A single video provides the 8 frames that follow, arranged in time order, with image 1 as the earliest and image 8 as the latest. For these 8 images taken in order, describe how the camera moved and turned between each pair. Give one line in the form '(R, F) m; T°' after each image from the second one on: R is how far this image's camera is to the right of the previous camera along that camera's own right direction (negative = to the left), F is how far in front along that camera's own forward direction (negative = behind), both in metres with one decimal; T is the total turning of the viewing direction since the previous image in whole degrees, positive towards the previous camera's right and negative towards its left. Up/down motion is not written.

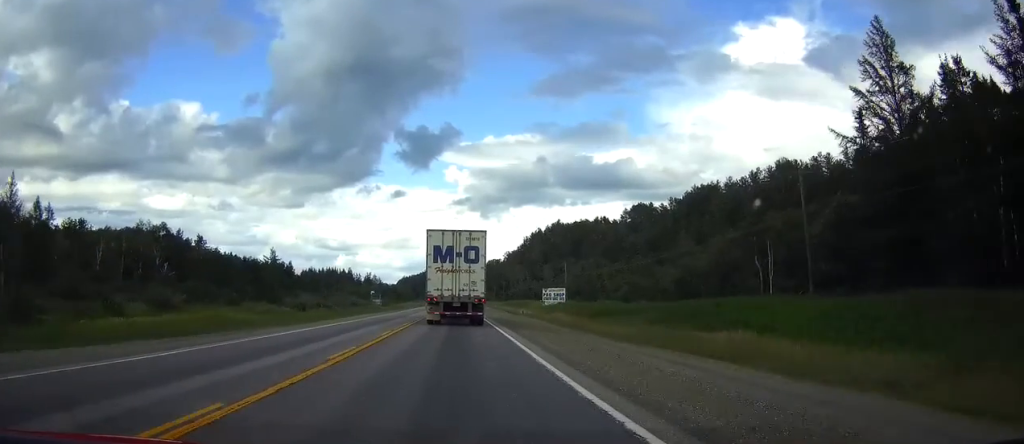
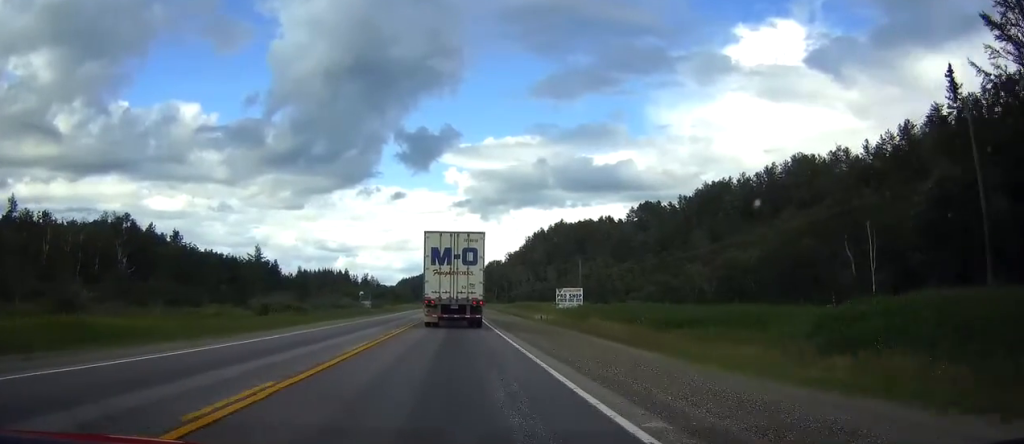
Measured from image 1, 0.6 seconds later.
(0.0, +15.3) m; 0°
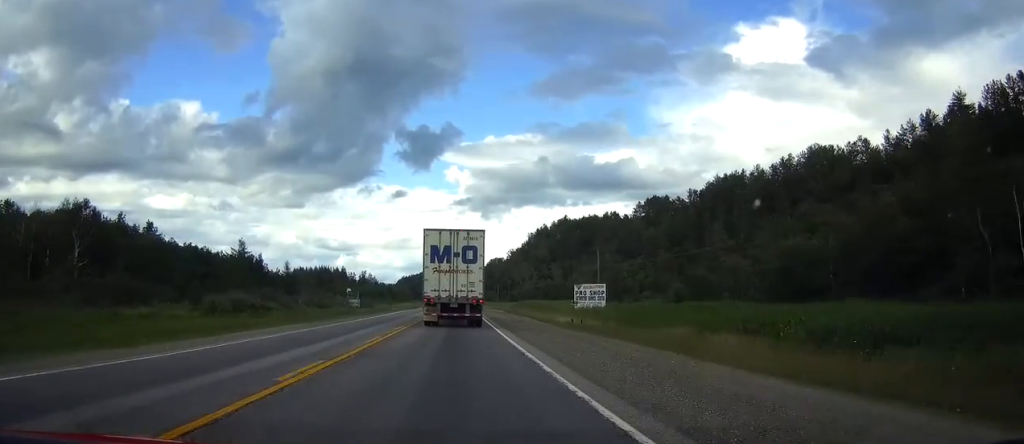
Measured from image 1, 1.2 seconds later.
(-0.1, +14.3) m; 0°
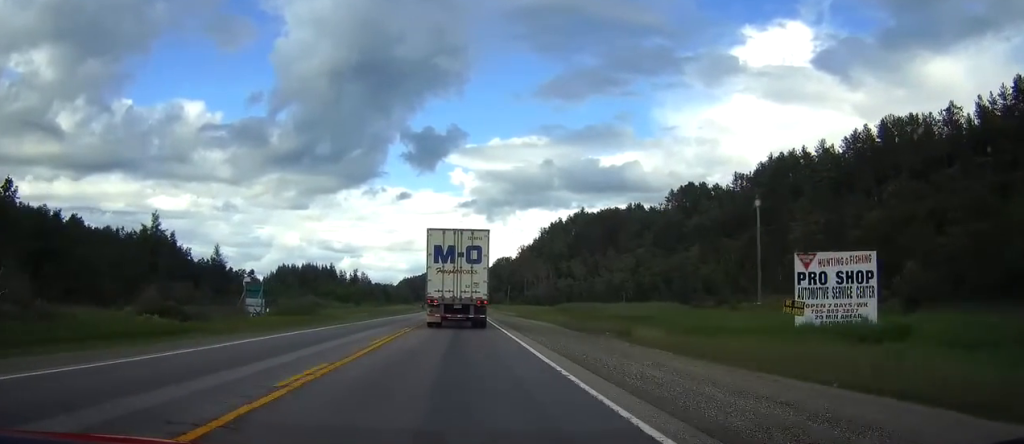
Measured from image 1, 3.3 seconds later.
(0.0, +53.1) m; 0°
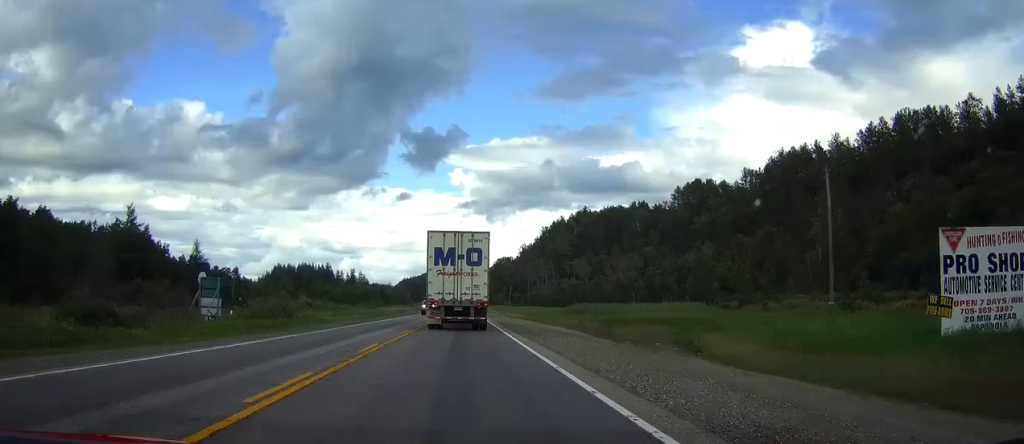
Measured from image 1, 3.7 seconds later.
(0.0, +9.9) m; 0°
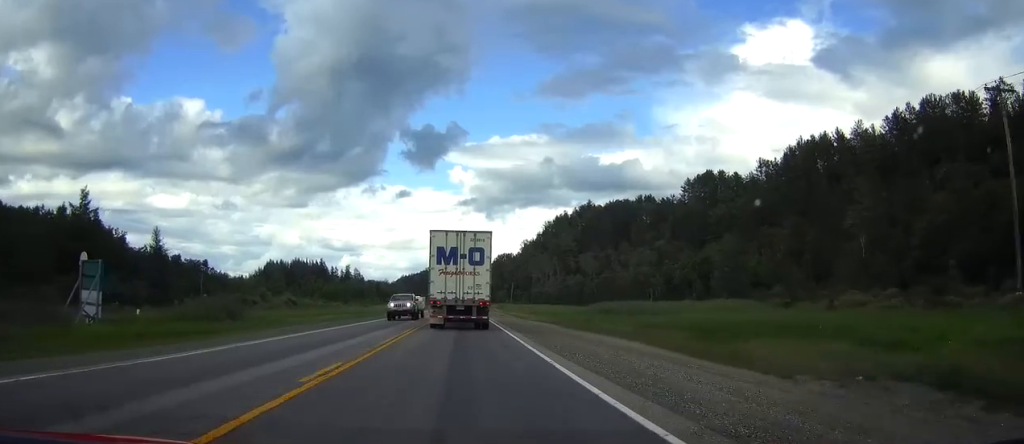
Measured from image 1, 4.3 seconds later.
(0.0, +15.6) m; 0°
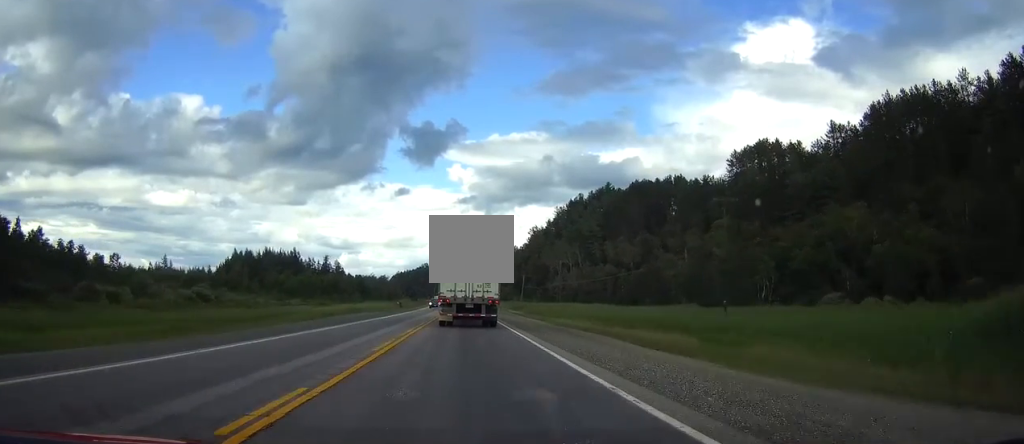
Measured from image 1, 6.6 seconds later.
(+0.3, +56.4) m; 0°
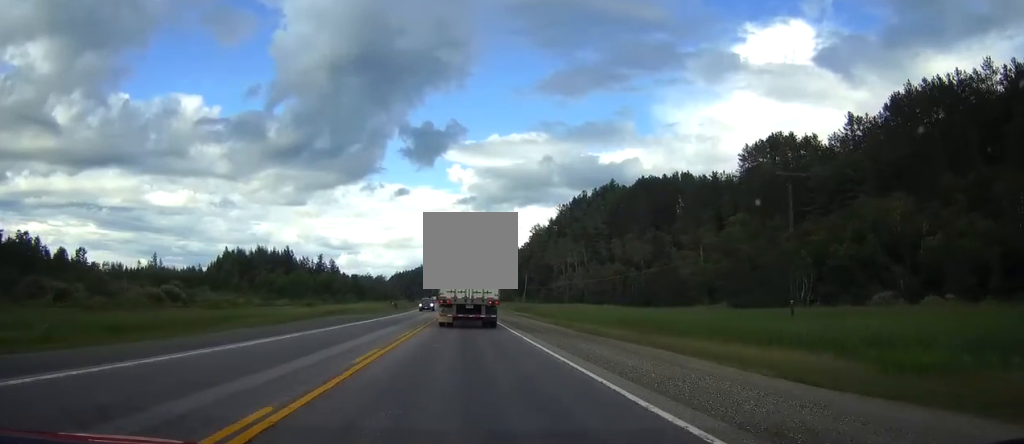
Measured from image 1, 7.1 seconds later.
(-0.1, +11.4) m; 0°
